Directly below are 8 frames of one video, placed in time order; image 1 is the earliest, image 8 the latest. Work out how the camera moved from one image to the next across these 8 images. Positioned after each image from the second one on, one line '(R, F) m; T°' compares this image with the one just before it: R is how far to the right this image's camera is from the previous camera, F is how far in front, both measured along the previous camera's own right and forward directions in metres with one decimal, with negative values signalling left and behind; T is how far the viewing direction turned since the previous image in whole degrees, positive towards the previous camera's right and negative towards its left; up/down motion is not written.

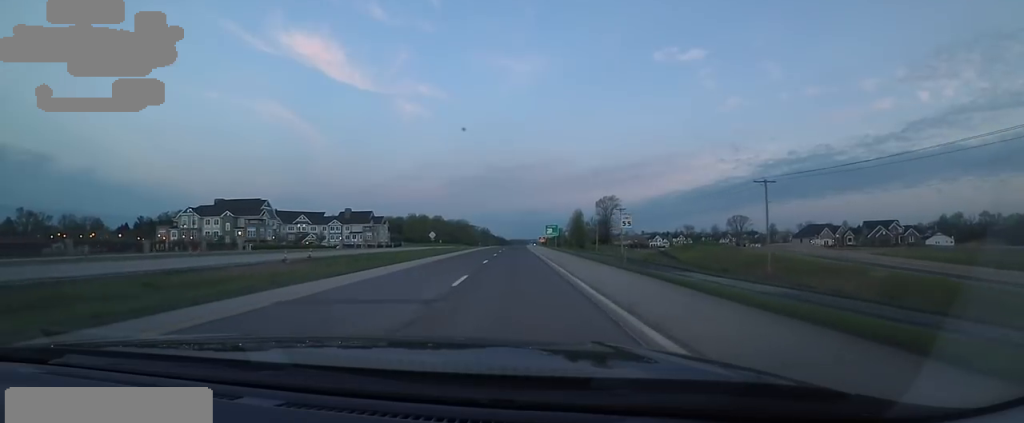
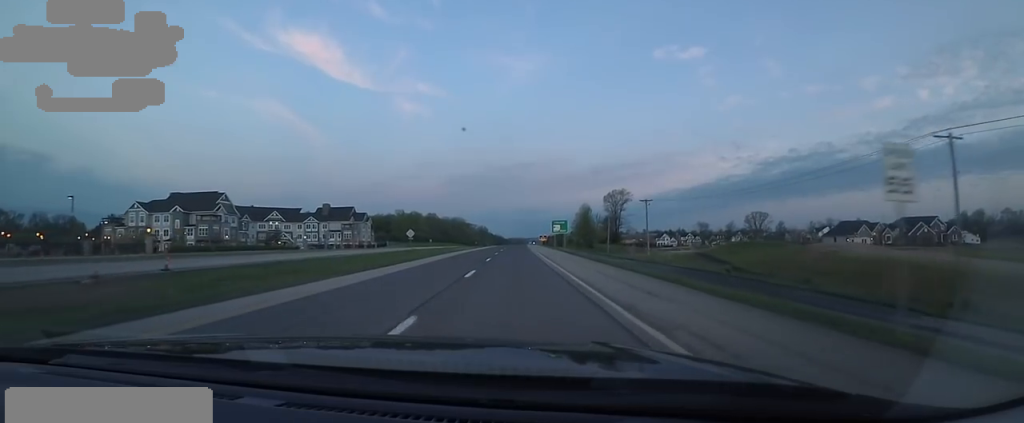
(-1.0, +21.9) m; 0°
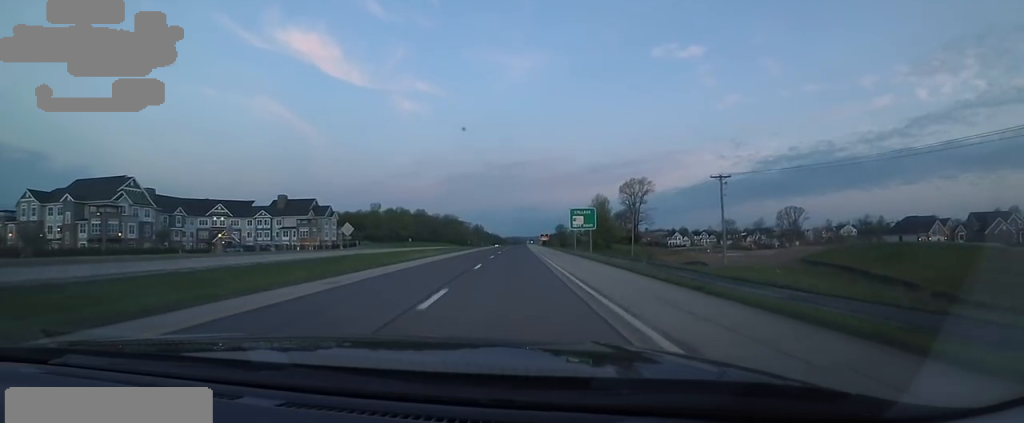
(+2.3, +32.9) m; +2°
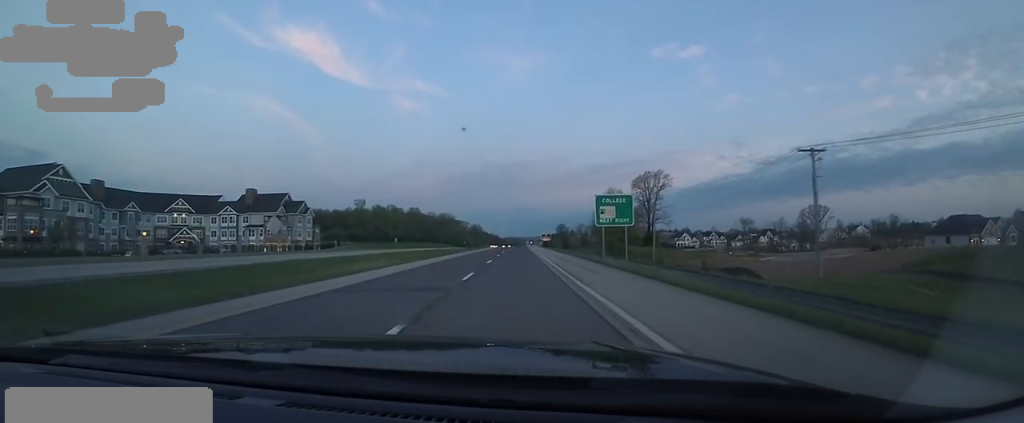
(-0.6, +17.6) m; -2°
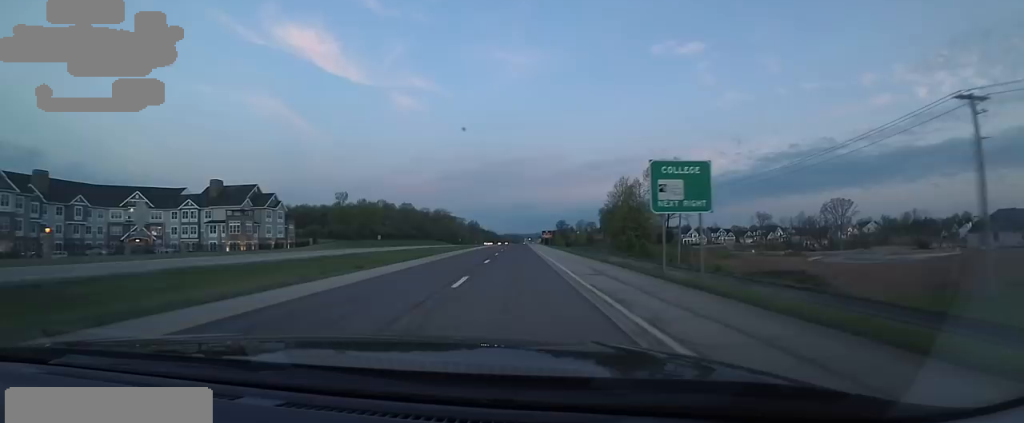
(-0.4, +15.3) m; +1°
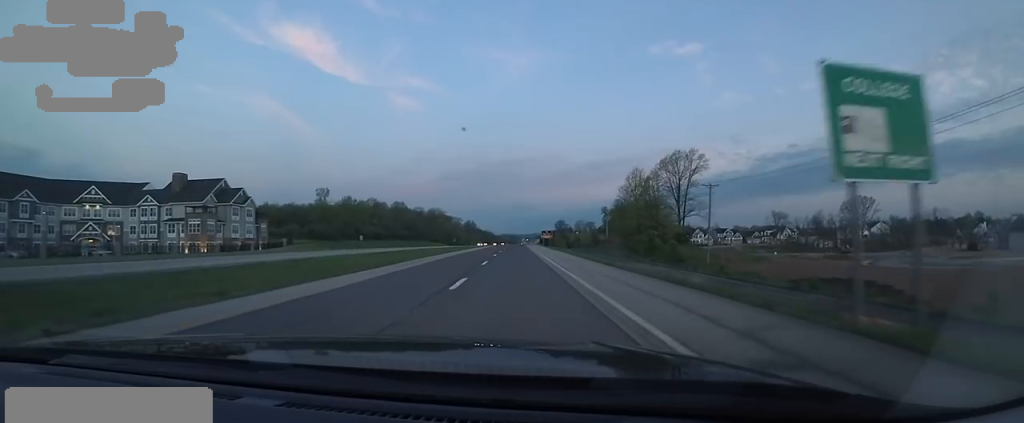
(+0.4, +13.0) m; +2°
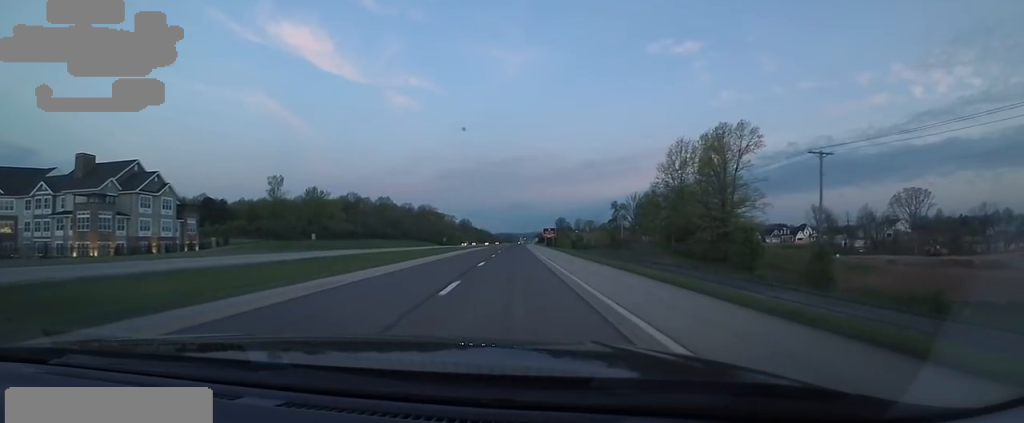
(+0.1, +25.8) m; -3°
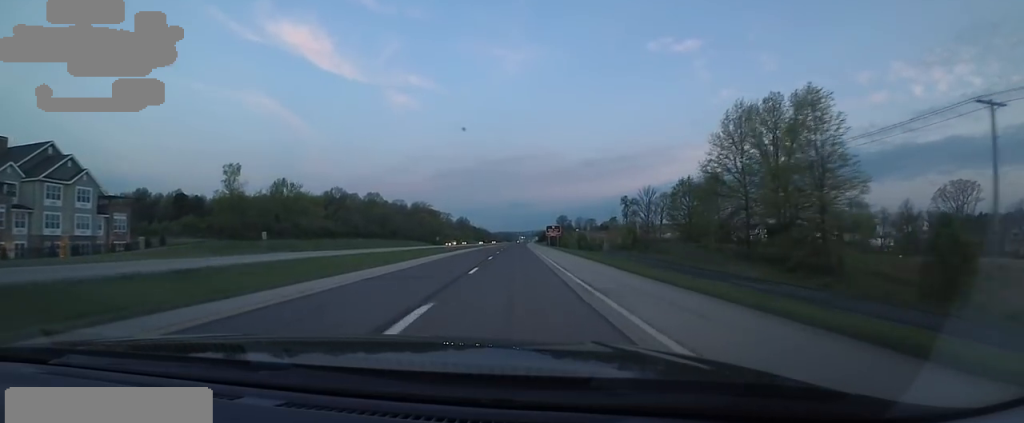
(-1.4, +18.0) m; 0°
